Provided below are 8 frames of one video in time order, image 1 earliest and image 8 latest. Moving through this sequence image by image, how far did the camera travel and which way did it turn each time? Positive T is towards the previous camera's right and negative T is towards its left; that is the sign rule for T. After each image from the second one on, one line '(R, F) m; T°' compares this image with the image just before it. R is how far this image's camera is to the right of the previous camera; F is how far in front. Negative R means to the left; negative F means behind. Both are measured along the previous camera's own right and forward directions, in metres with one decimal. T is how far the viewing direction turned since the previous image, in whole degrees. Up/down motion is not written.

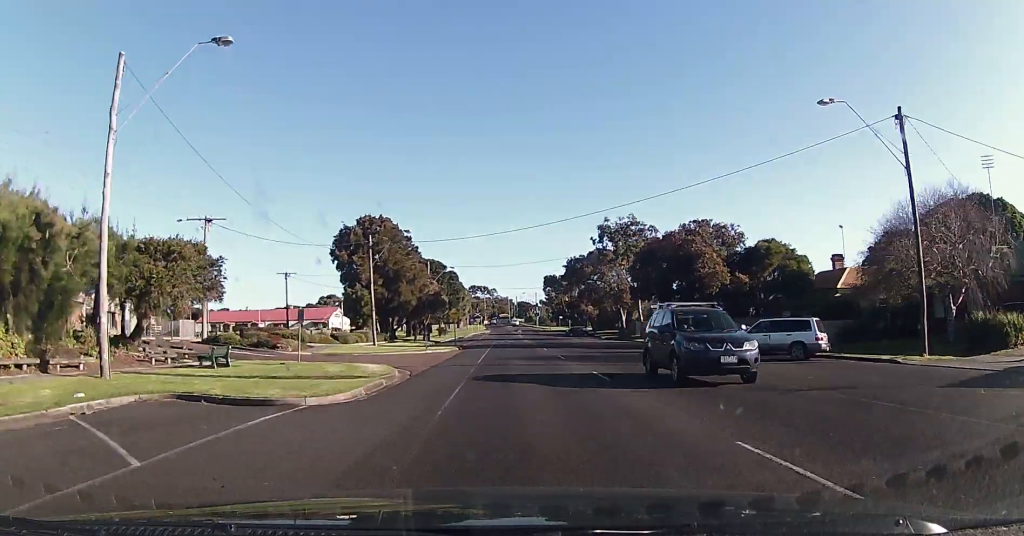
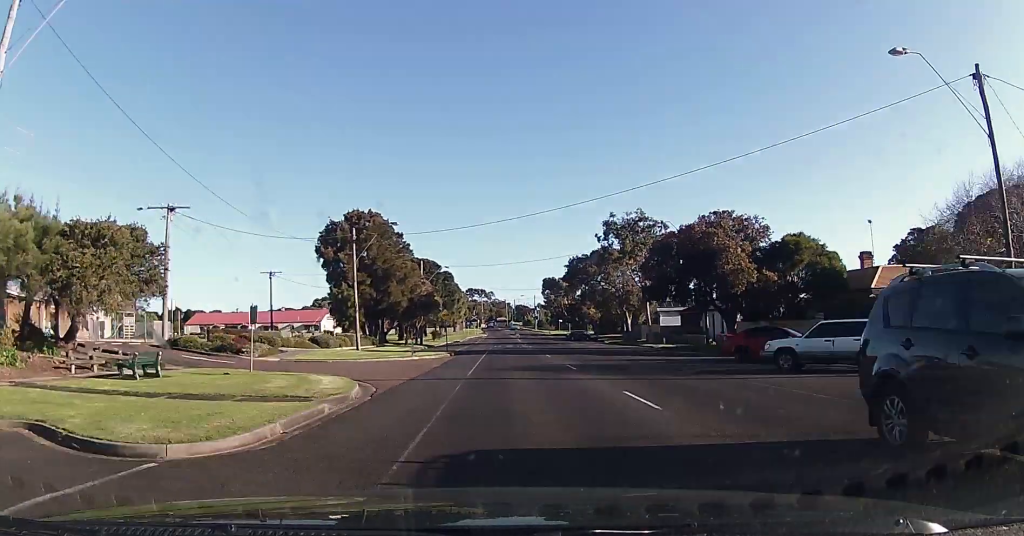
(0.0, +5.0) m; 0°
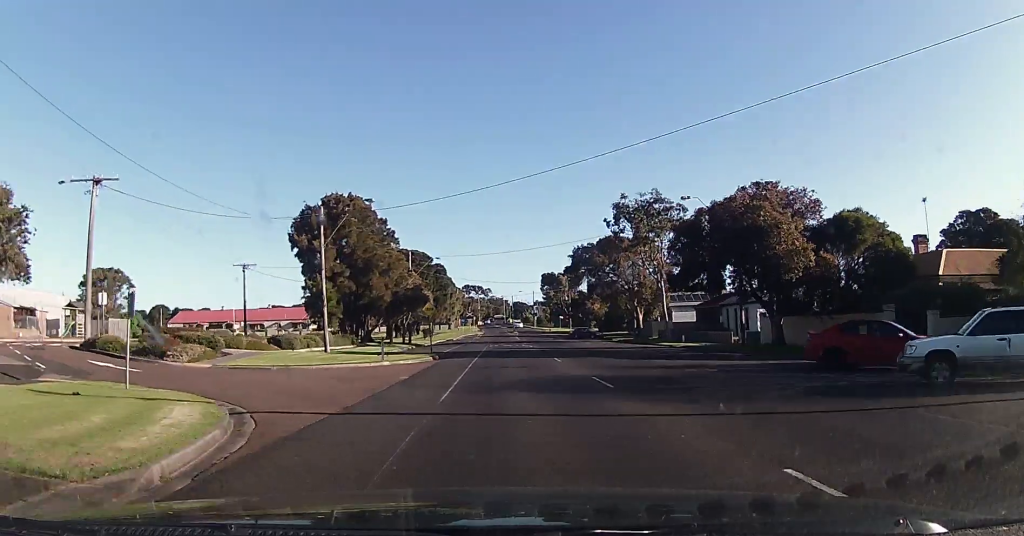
(-0.1, +7.6) m; +3°
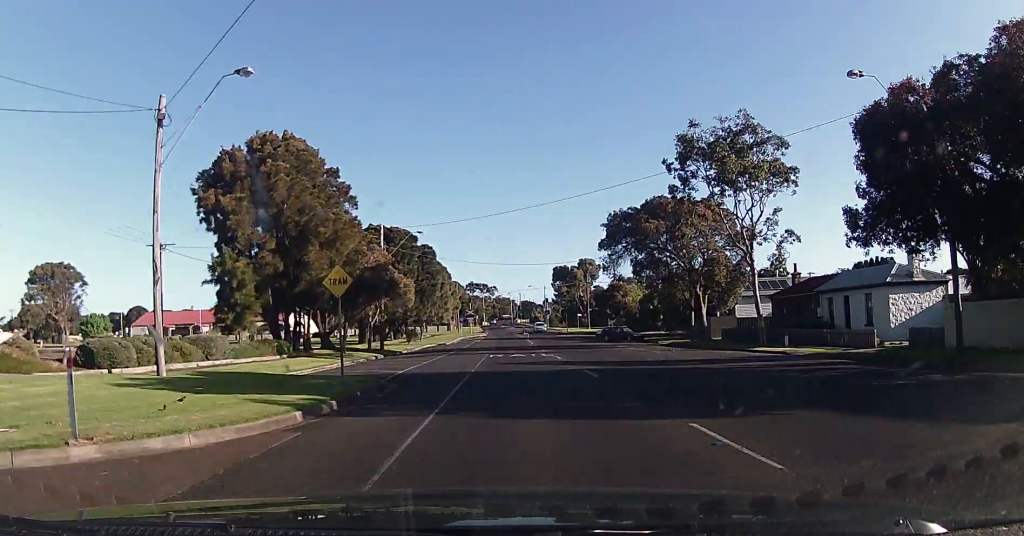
(+0.4, +20.5) m; -2°
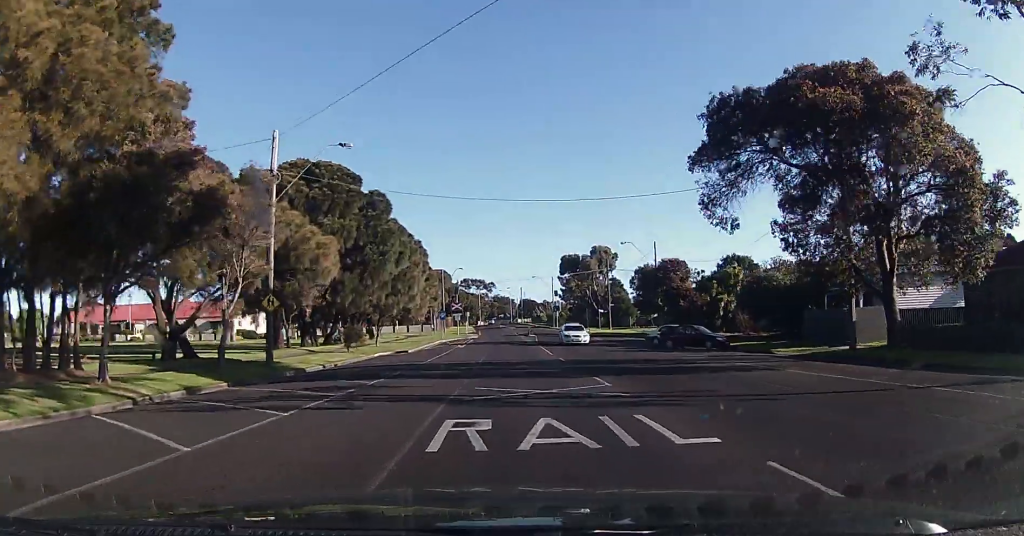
(-0.8, +26.0) m; 0°
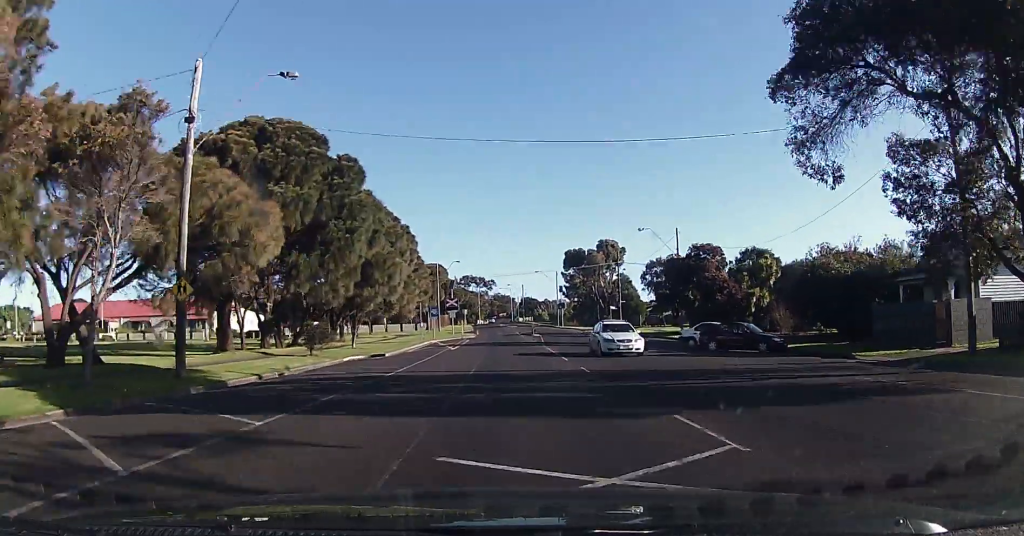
(+0.2, +8.5) m; +1°
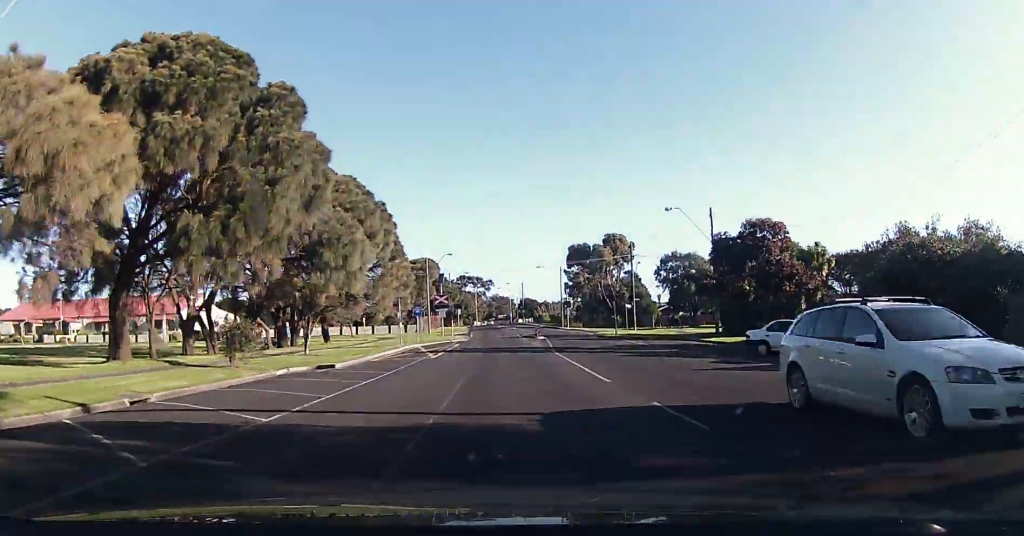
(+0.1, +10.5) m; -1°
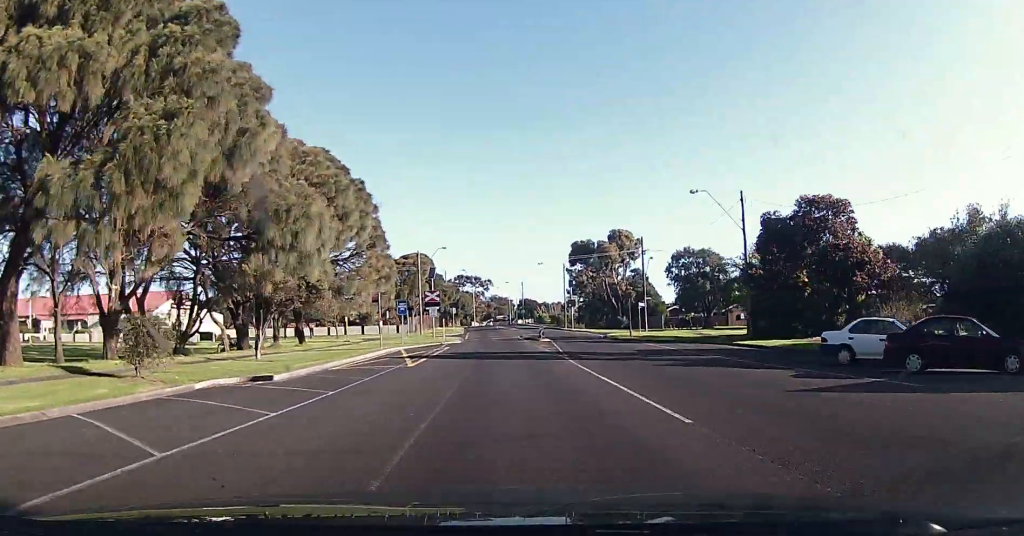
(-0.2, +6.8) m; -1°
